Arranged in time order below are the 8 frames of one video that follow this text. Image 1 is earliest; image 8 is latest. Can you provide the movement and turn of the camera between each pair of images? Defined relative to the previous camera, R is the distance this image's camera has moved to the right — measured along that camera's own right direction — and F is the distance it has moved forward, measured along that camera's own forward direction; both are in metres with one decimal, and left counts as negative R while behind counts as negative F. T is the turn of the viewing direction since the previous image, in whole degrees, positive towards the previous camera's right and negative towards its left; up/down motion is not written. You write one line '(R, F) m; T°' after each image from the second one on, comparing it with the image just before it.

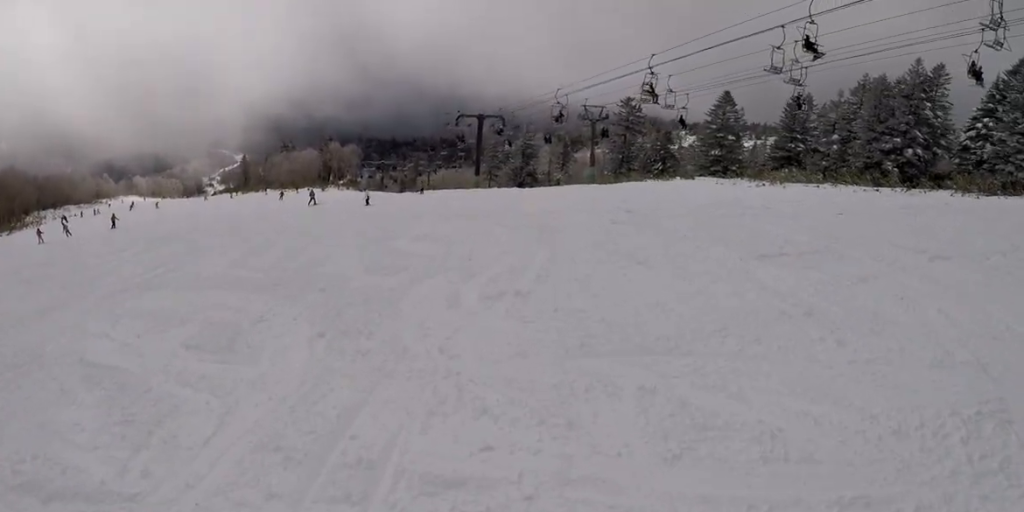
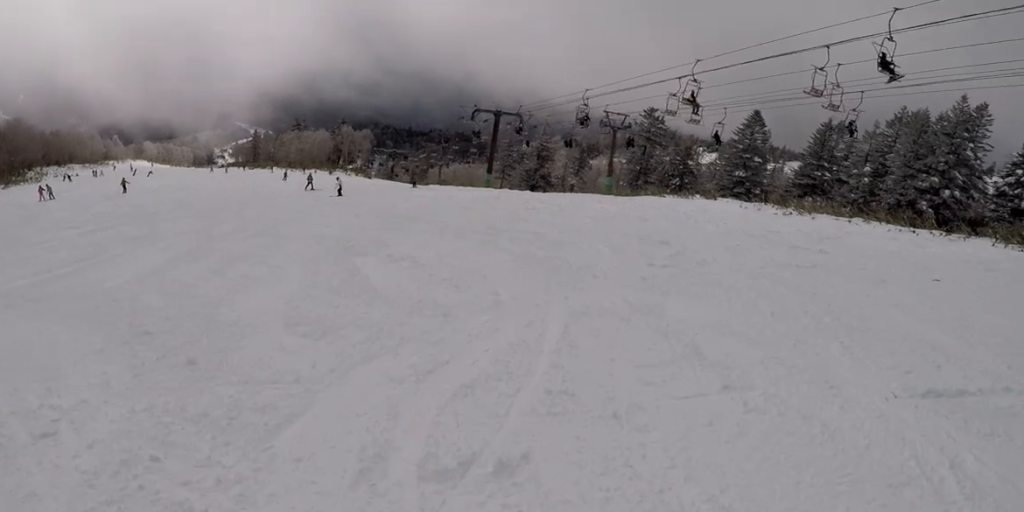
(+0.2, +4.3) m; -9°
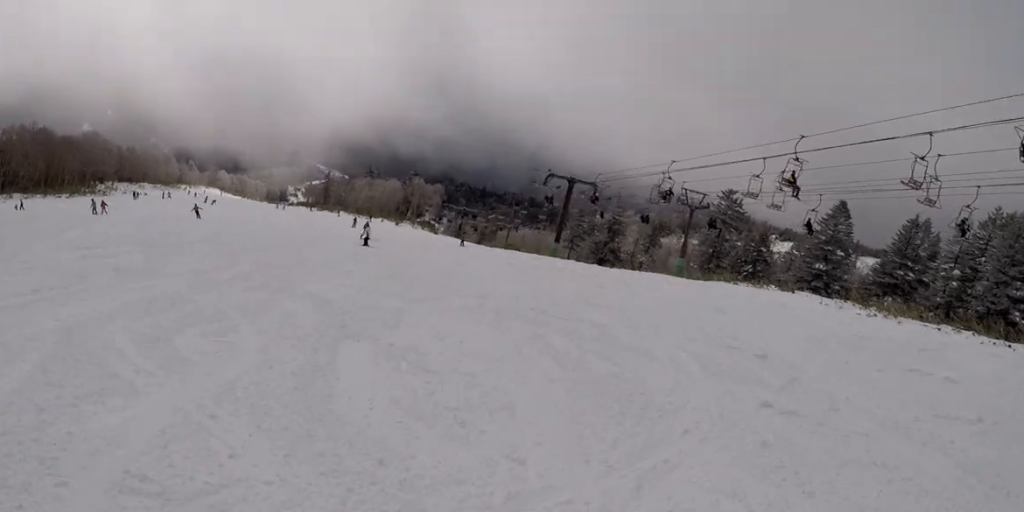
(0.0, +3.7) m; -9°
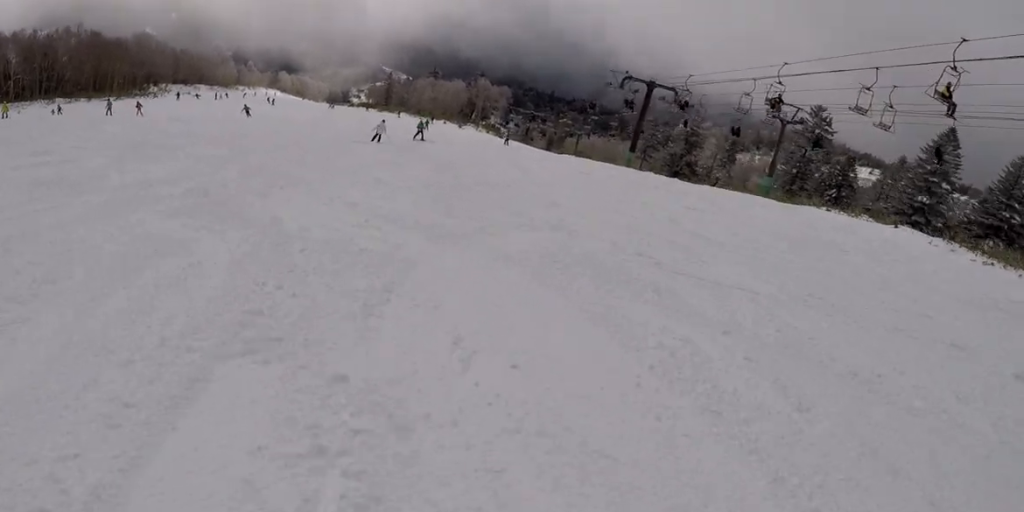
(-1.3, +5.6) m; -14°
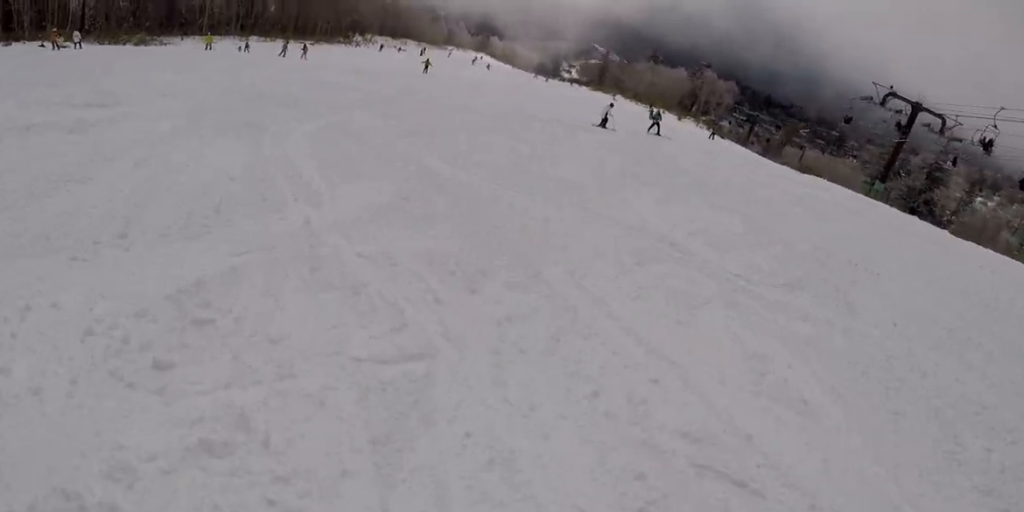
(-0.6, +8.6) m; -16°
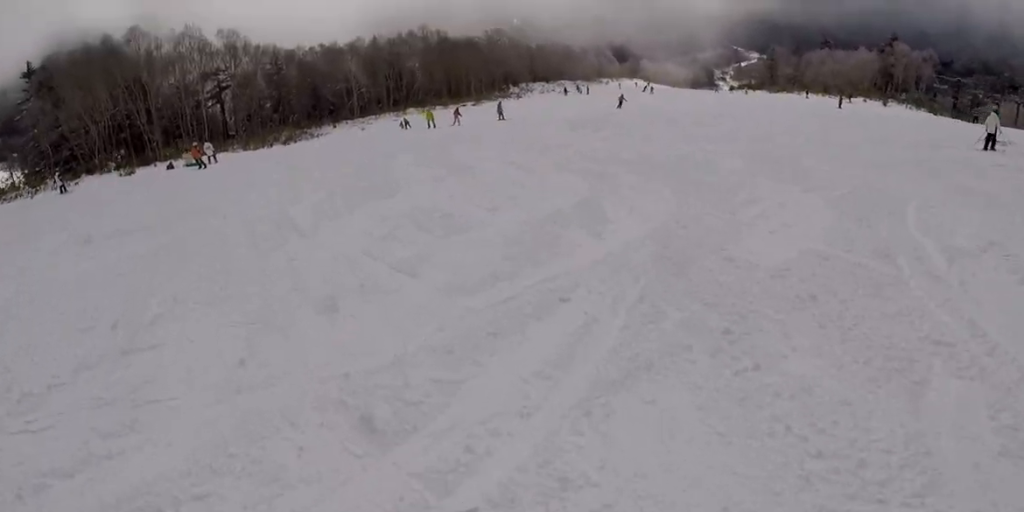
(-2.3, +12.5) m; -4°
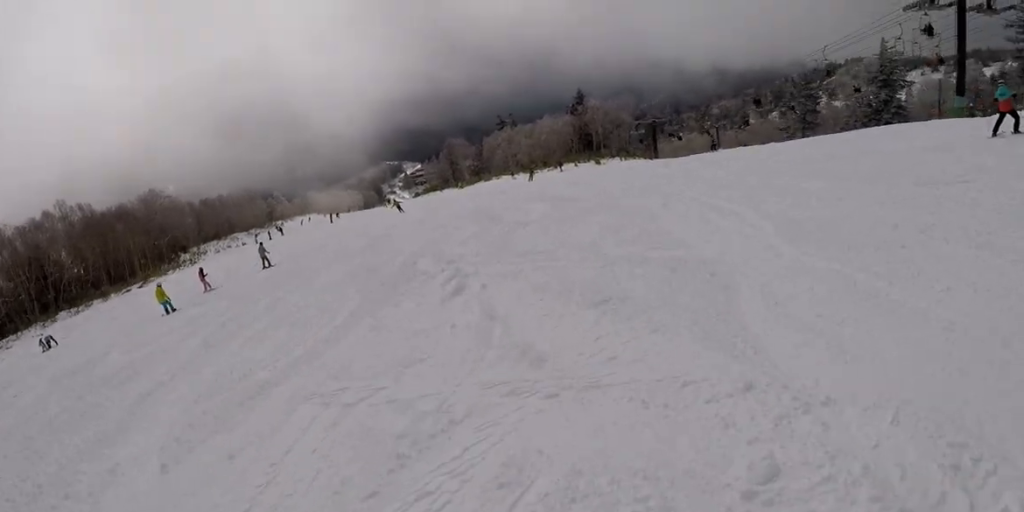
(+6.4, +15.1) m; +45°
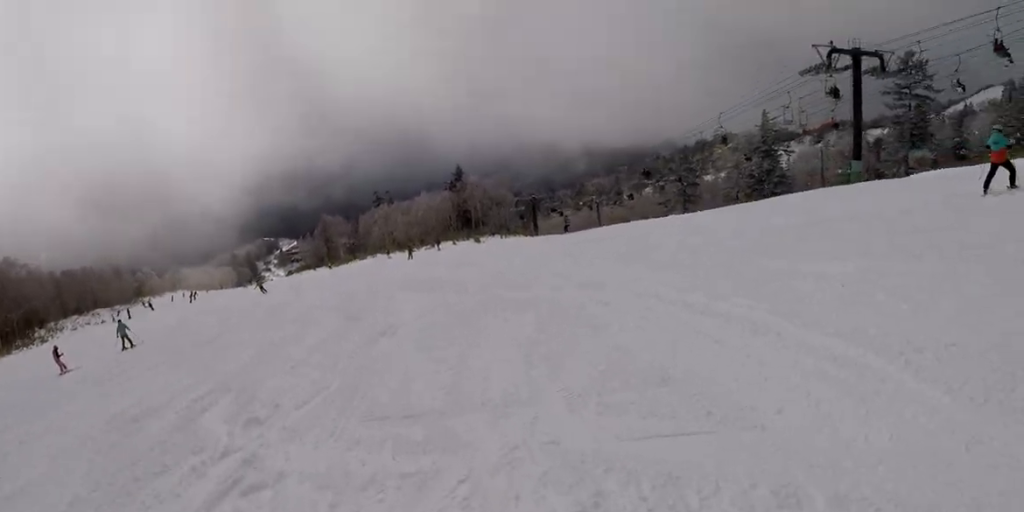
(+1.0, +4.8) m; +1°
